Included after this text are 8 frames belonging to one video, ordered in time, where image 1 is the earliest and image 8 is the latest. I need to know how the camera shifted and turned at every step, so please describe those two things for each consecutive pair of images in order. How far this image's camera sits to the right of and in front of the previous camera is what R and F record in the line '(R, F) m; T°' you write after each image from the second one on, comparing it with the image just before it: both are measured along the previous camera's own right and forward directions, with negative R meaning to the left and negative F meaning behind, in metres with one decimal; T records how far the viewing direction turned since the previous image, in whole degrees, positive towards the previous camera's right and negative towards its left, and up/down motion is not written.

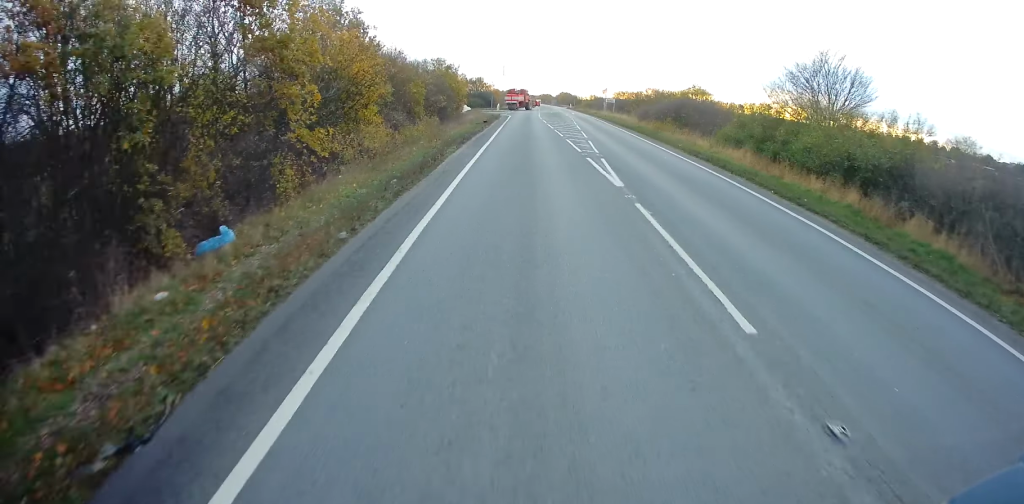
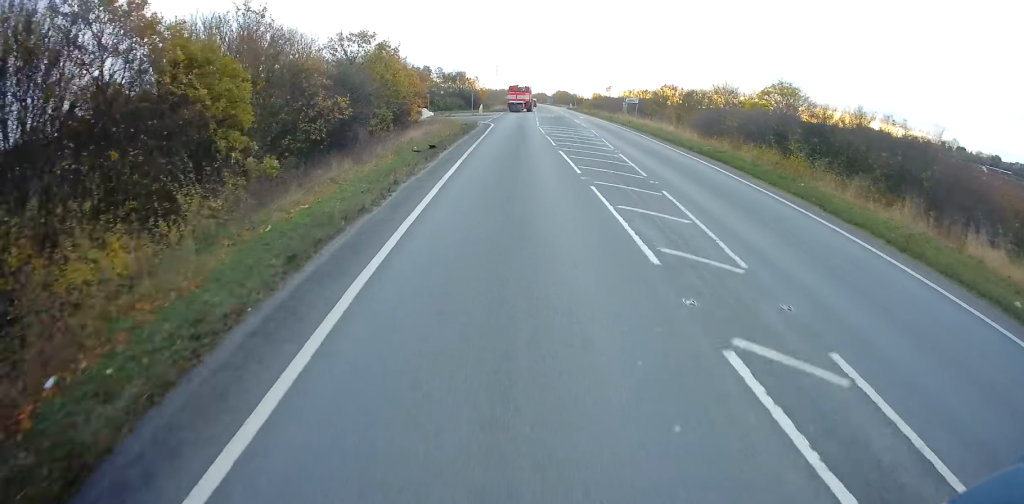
(0.0, +23.7) m; +1°
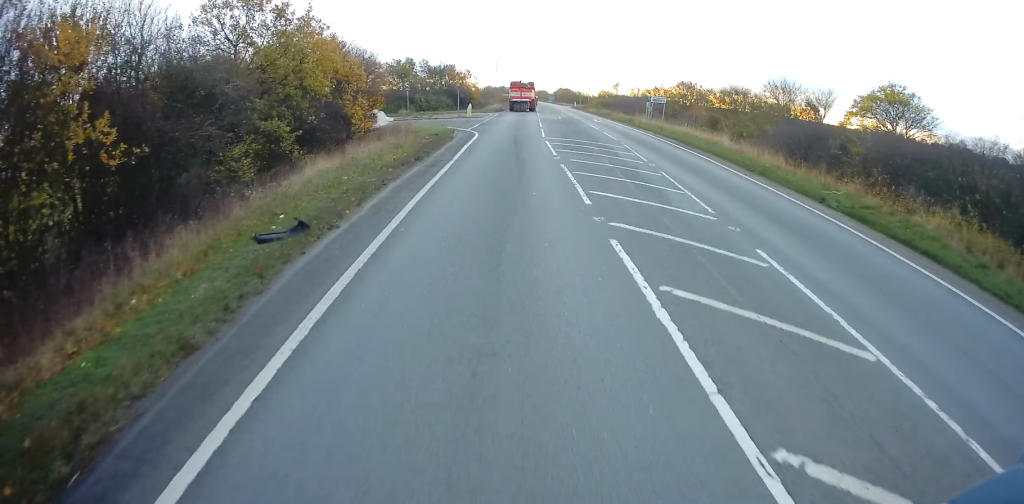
(+0.2, +13.6) m; +1°
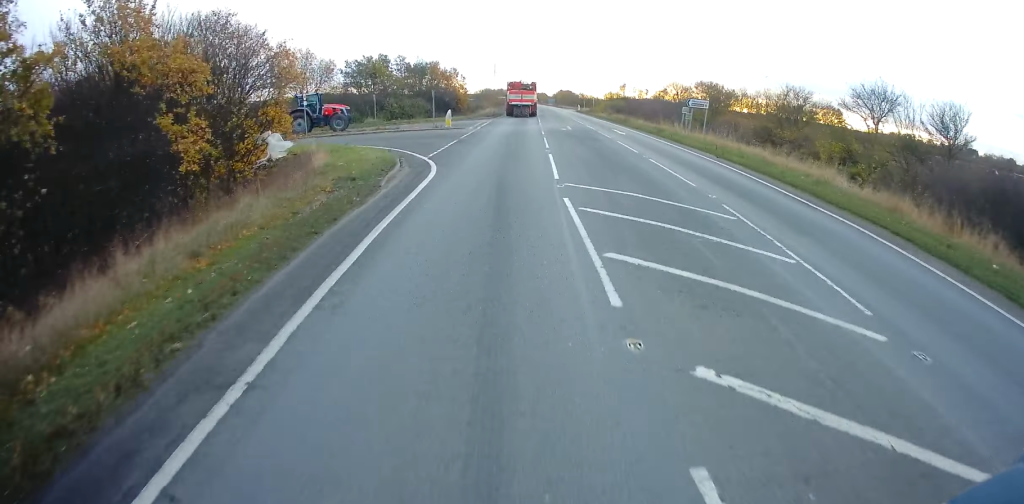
(+0.2, +13.9) m; 0°
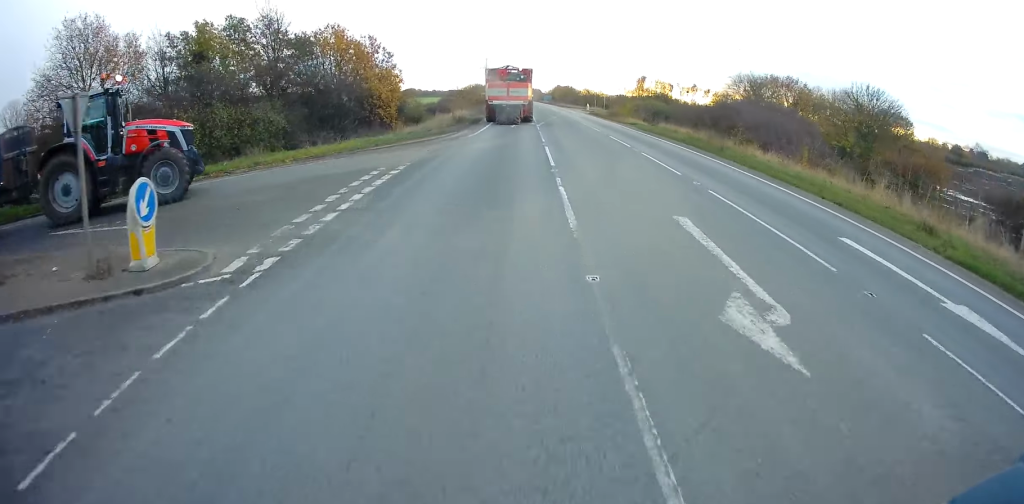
(-1.0, +32.5) m; -1°
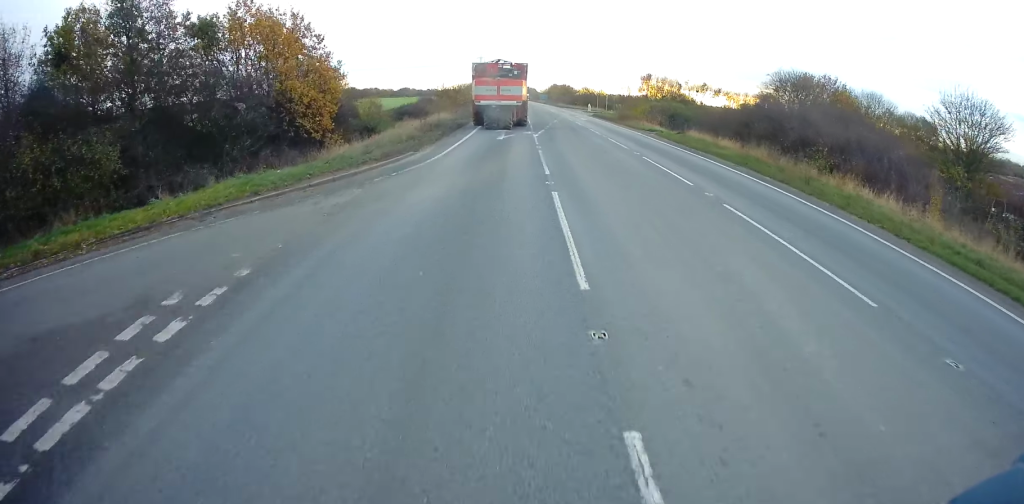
(+0.3, +10.0) m; +2°
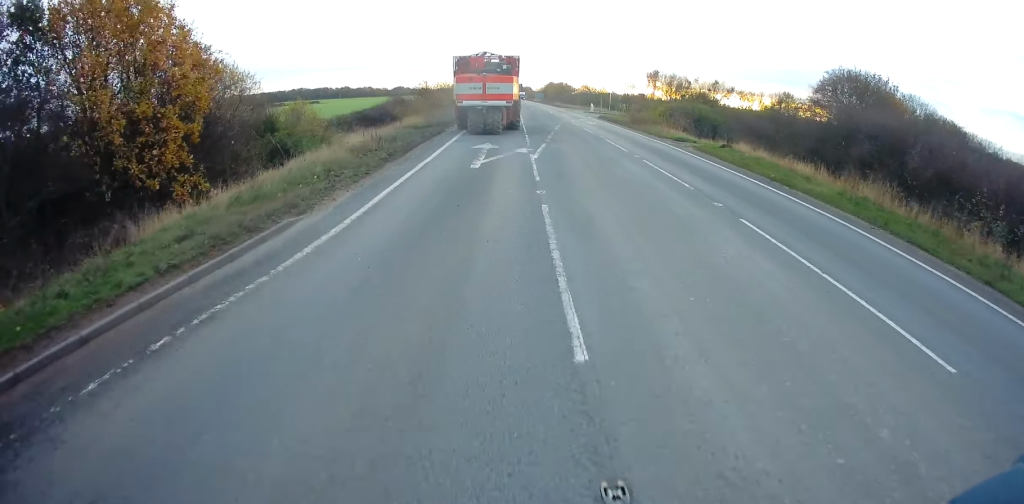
(+0.2, +10.1) m; +2°
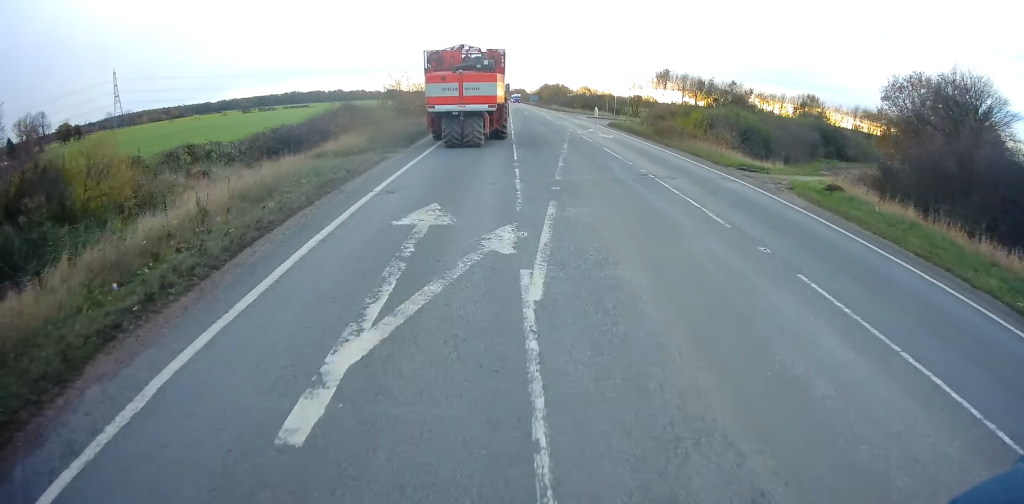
(+0.2, +12.4) m; 0°
